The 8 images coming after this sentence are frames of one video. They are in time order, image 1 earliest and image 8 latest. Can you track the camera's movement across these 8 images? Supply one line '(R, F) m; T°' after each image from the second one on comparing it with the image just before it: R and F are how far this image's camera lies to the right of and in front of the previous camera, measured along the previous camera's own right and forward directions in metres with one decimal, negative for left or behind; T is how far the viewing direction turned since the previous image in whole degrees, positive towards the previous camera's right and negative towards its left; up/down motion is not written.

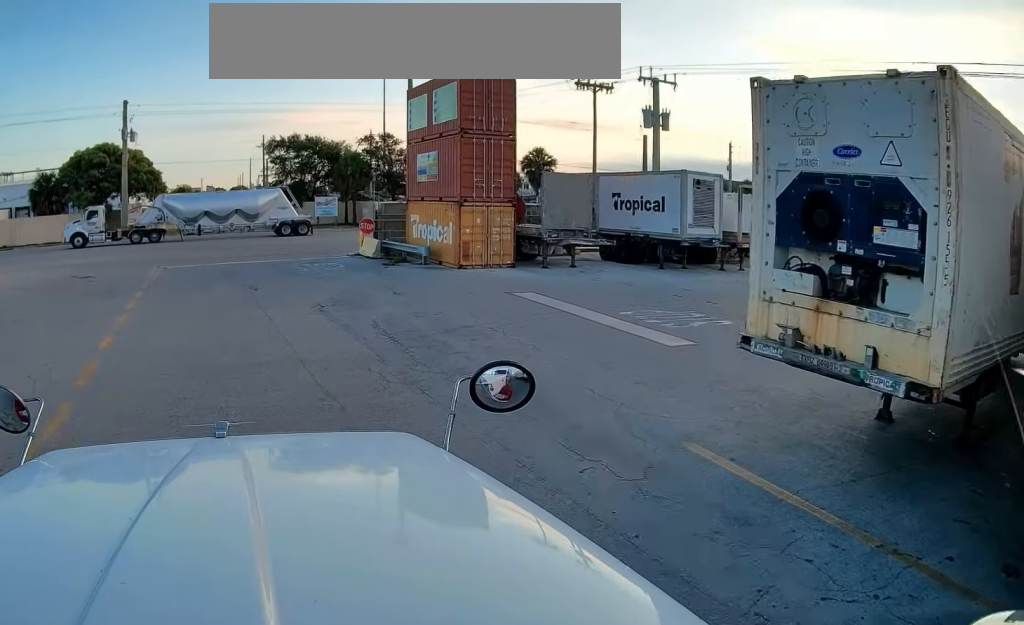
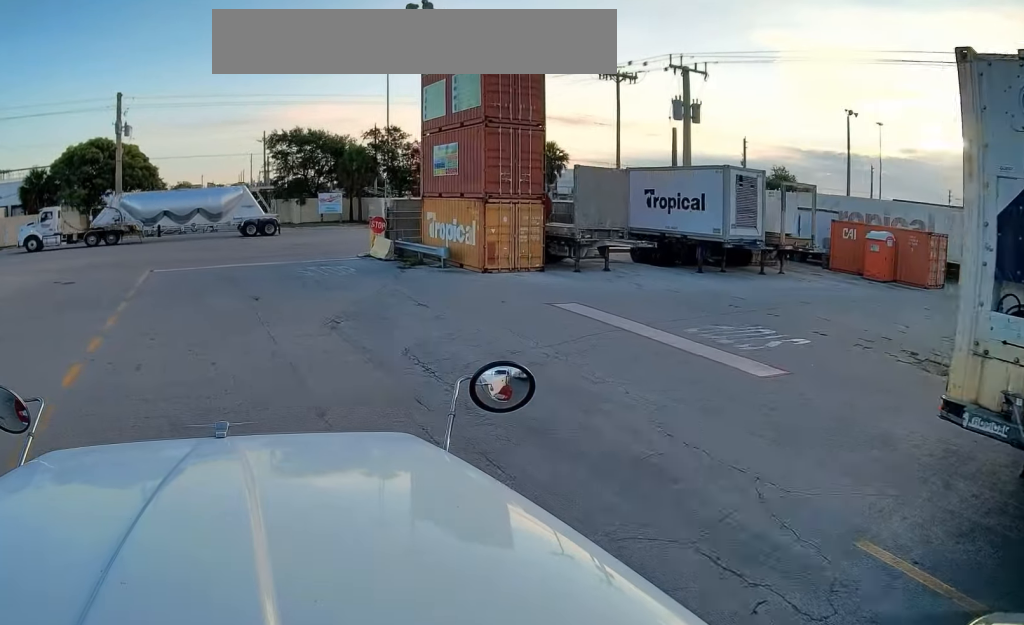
(0.0, +2.4) m; 0°
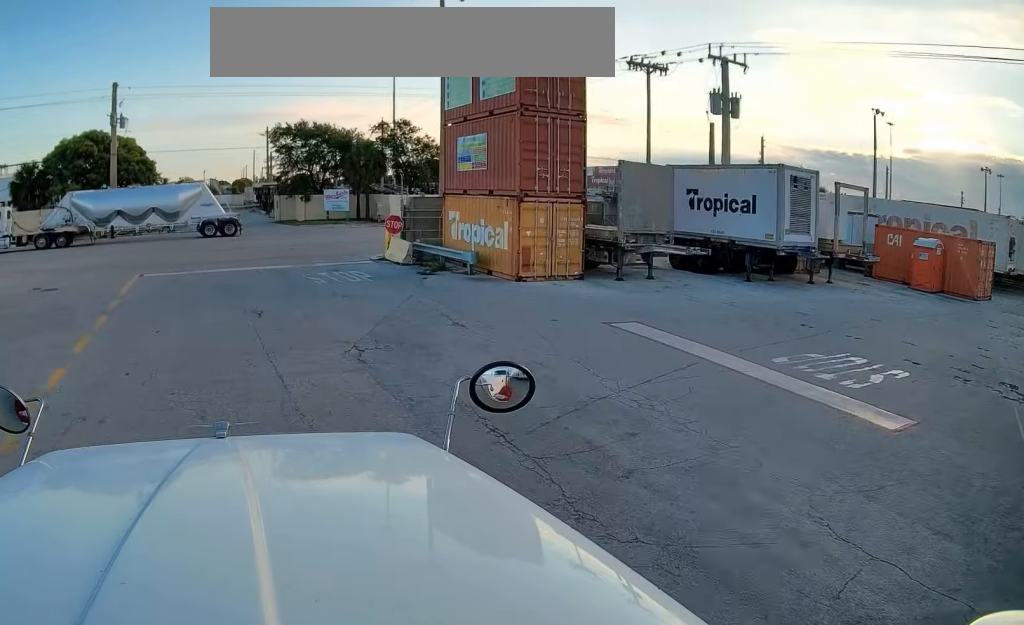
(0.0, +2.6) m; 0°
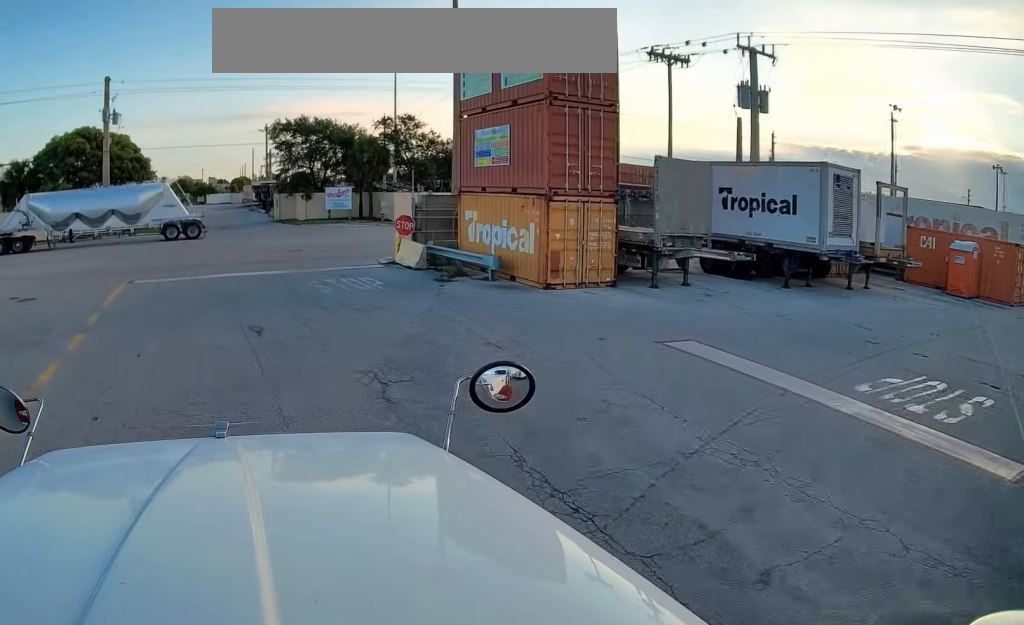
(0.0, +2.0) m; -1°
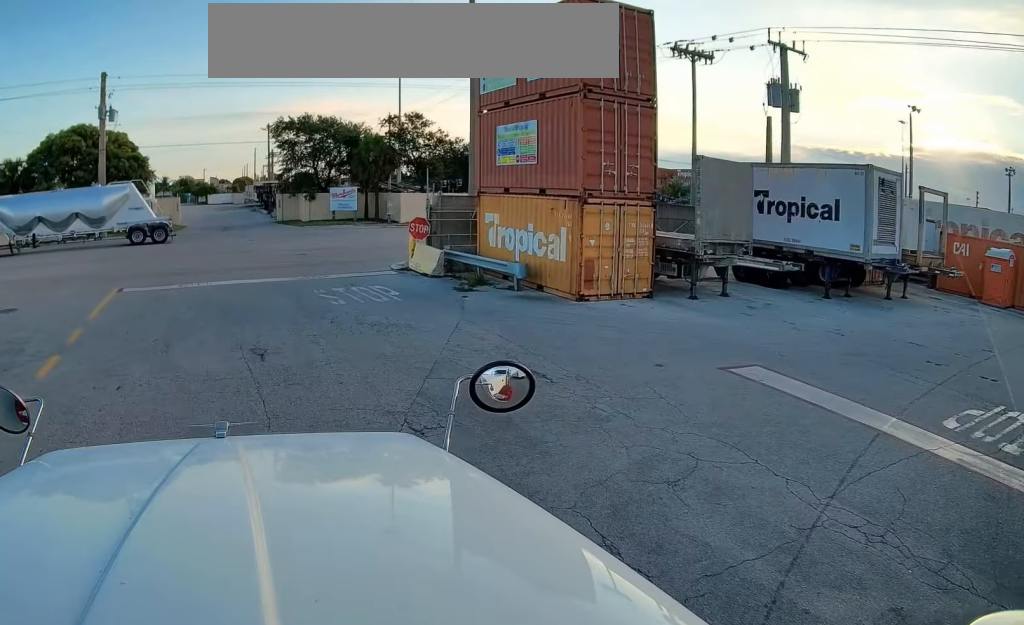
(0.0, +1.9) m; -1°
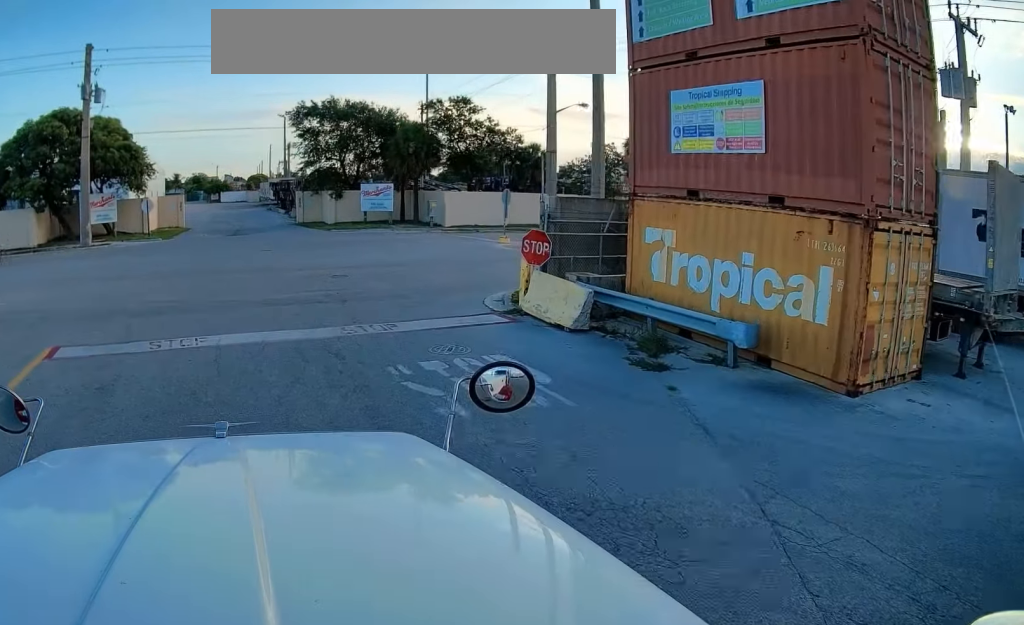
(-0.2, +8.9) m; -2°
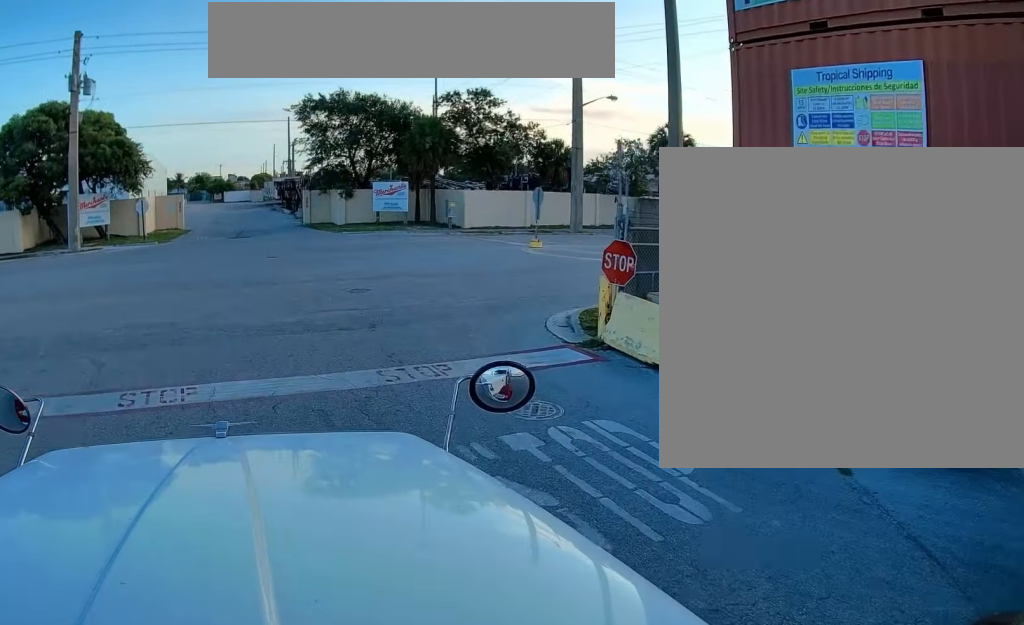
(-0.1, +3.7) m; -1°
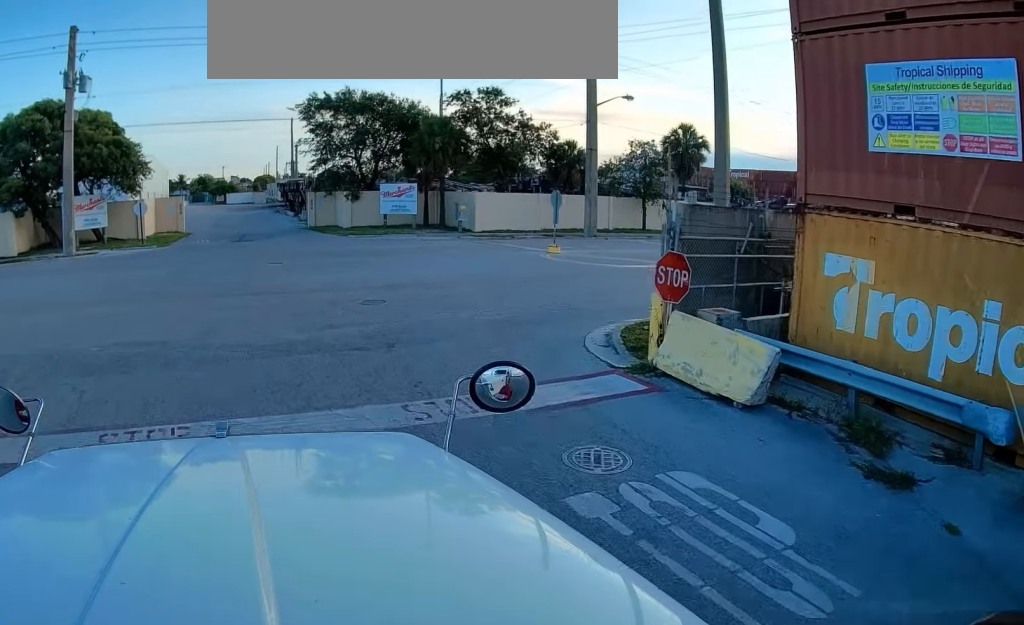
(0.0, +1.7) m; 0°
